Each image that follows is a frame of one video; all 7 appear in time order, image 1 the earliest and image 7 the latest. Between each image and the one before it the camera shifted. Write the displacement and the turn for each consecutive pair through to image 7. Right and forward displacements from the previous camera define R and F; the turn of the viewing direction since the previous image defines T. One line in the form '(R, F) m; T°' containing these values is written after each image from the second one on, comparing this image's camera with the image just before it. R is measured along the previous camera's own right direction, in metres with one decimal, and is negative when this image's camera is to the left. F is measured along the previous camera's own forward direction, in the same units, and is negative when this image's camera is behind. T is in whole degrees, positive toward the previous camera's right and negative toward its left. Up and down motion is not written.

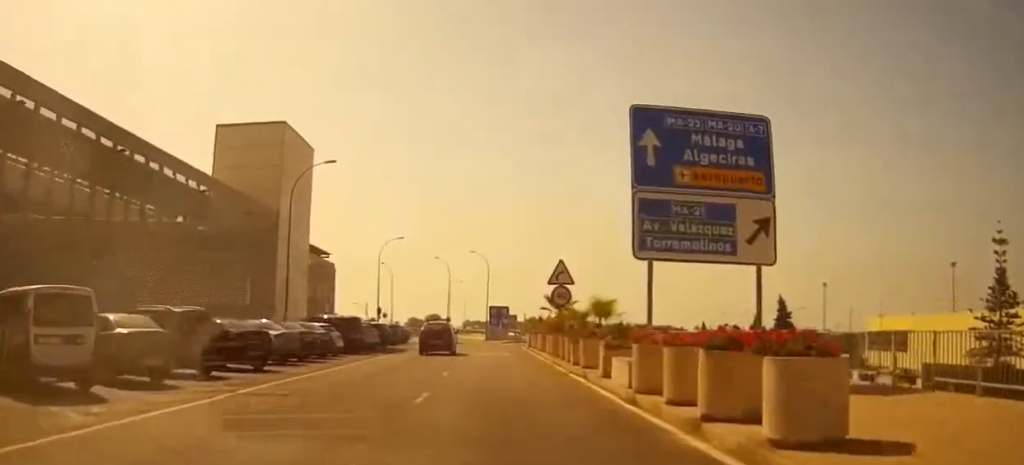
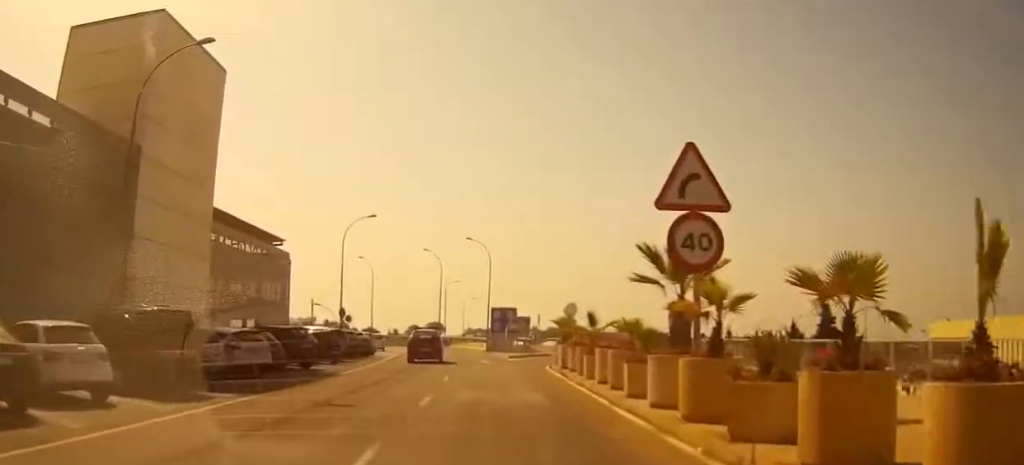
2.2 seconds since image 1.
(-0.3, +22.8) m; -2°
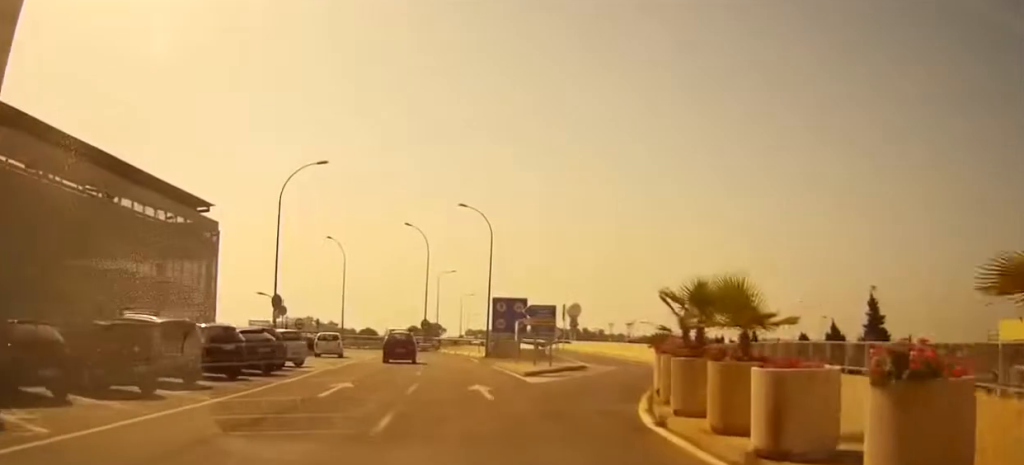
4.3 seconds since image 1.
(+0.2, +19.5) m; 0°
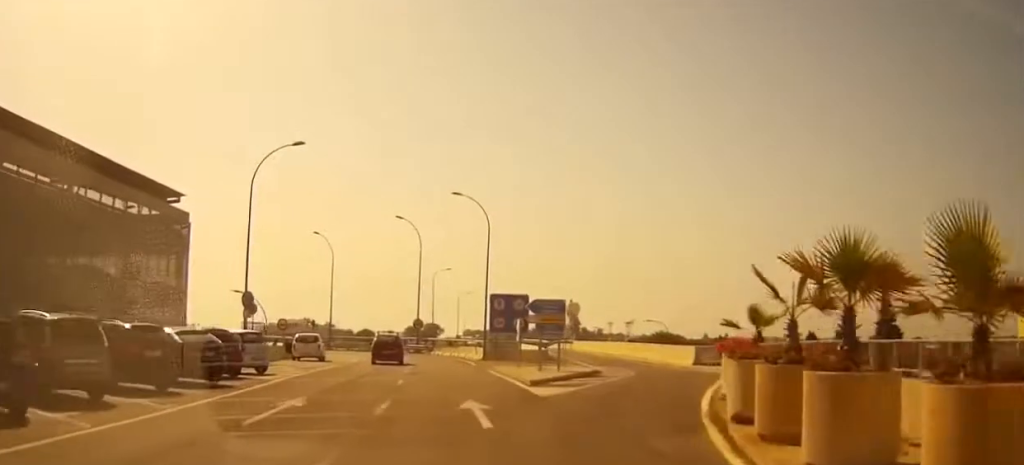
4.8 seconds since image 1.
(-0.1, +4.8) m; 0°
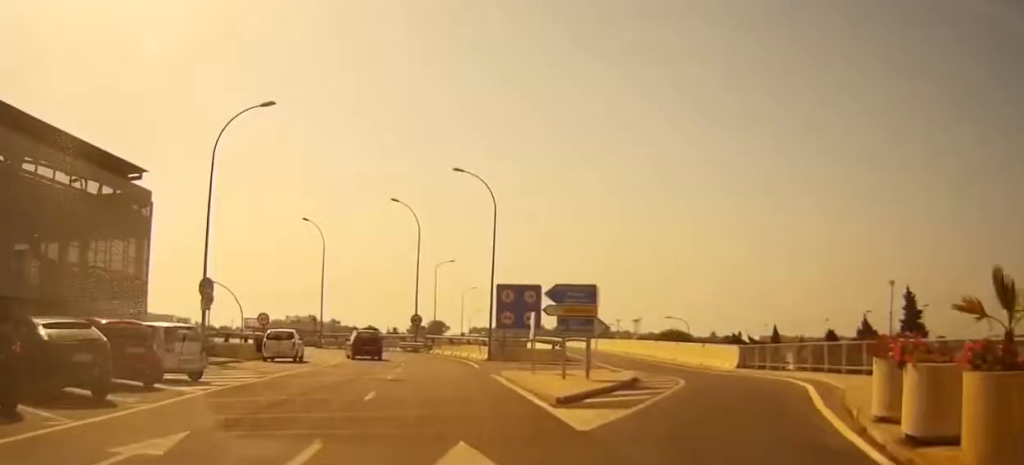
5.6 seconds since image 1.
(0.0, +6.5) m; 0°
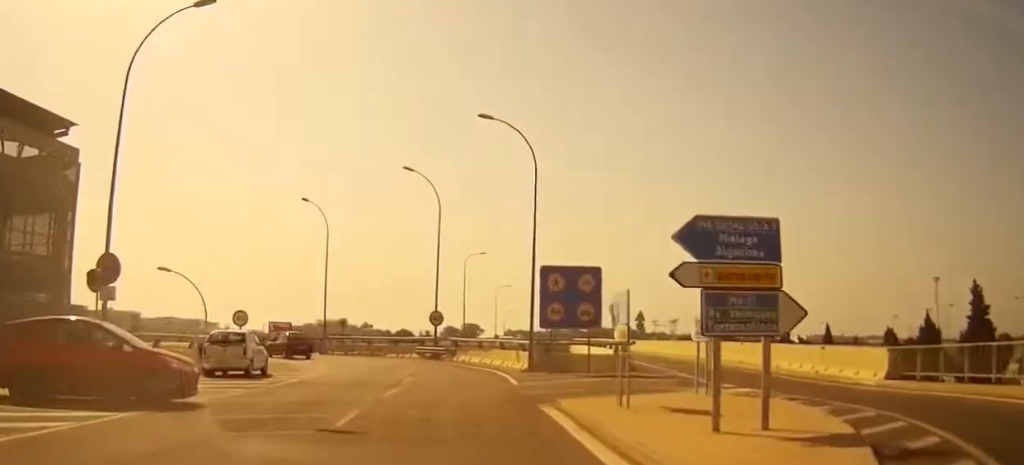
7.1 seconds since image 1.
(+0.1, +11.0) m; -3°
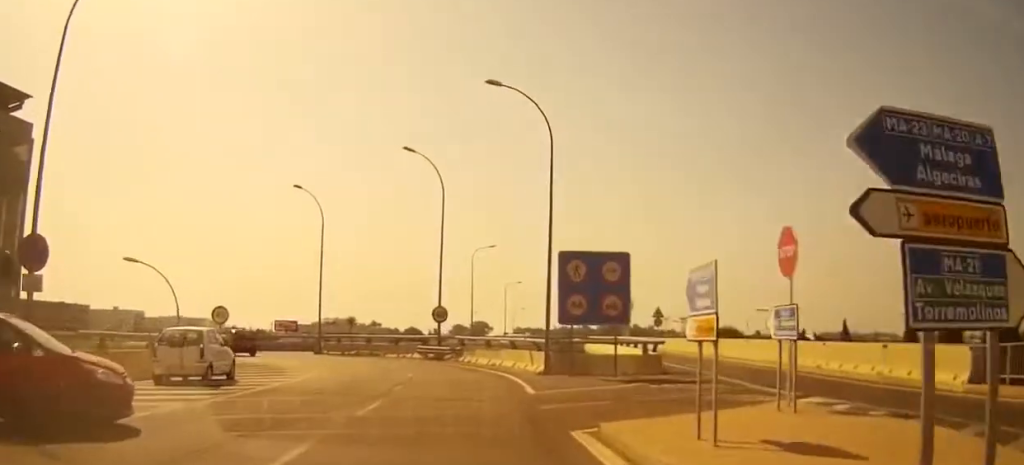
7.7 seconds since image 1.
(-0.2, +4.1) m; -3°
